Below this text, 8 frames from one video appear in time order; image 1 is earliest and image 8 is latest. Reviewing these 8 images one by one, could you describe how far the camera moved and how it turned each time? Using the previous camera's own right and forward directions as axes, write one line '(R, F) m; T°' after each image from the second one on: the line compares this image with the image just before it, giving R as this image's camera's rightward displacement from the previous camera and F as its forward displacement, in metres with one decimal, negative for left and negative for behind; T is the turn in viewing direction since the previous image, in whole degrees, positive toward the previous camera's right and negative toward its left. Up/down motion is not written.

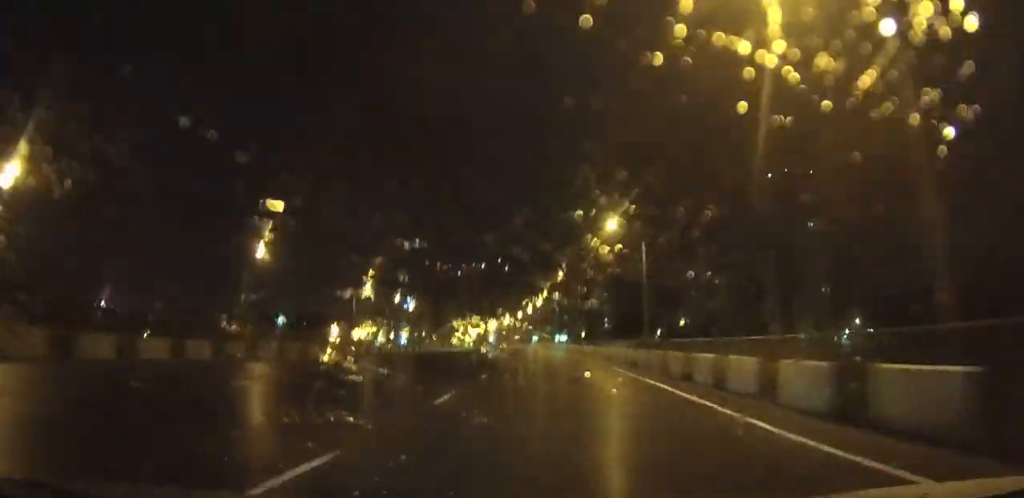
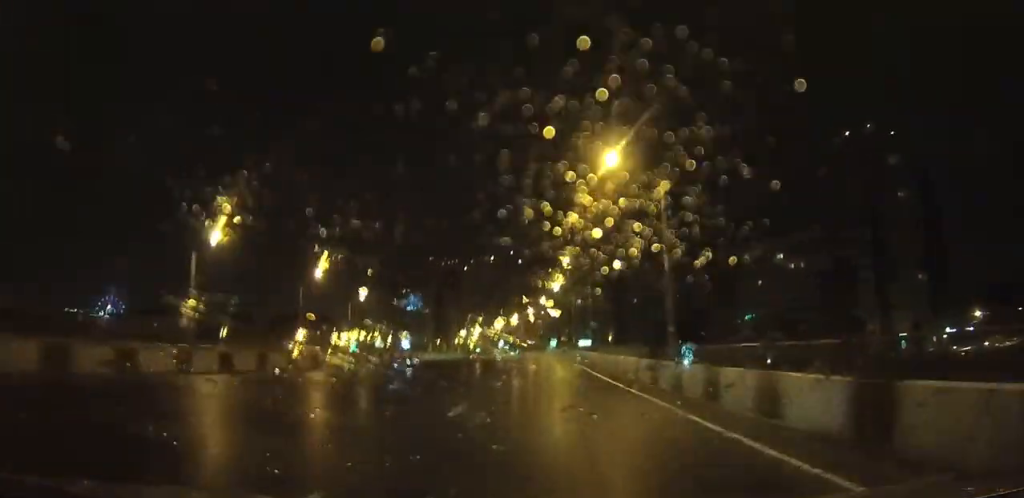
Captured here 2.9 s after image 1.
(-0.4, +50.0) m; -1°
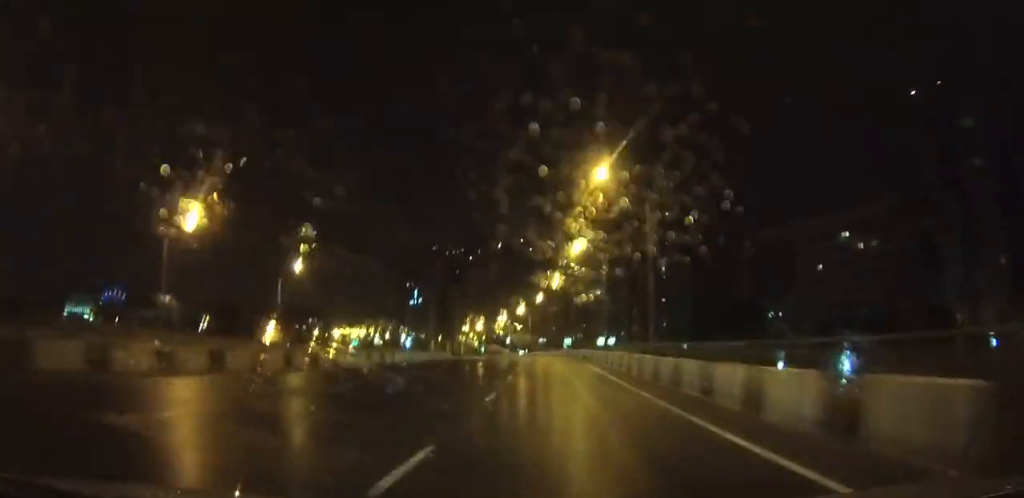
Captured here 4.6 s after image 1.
(-0.2, +30.3) m; -1°
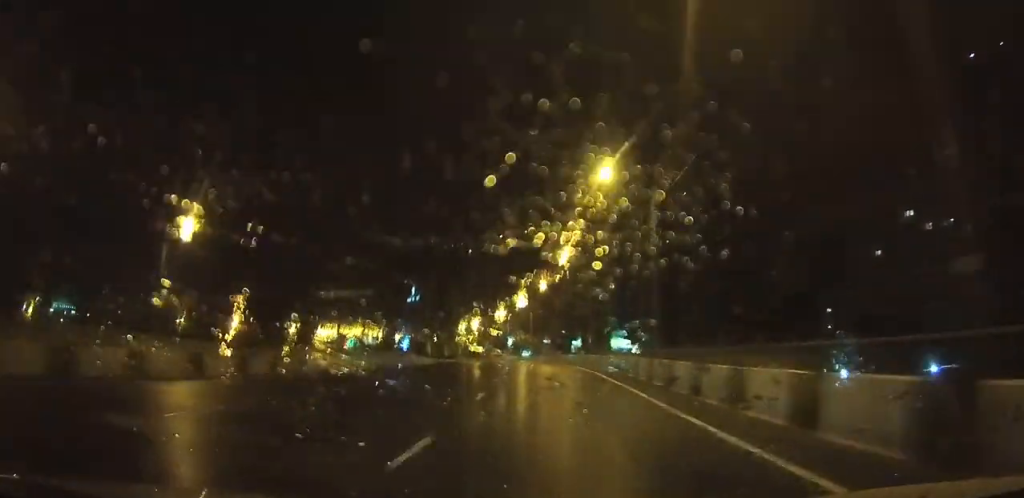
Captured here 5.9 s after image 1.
(-0.2, +23.8) m; -2°
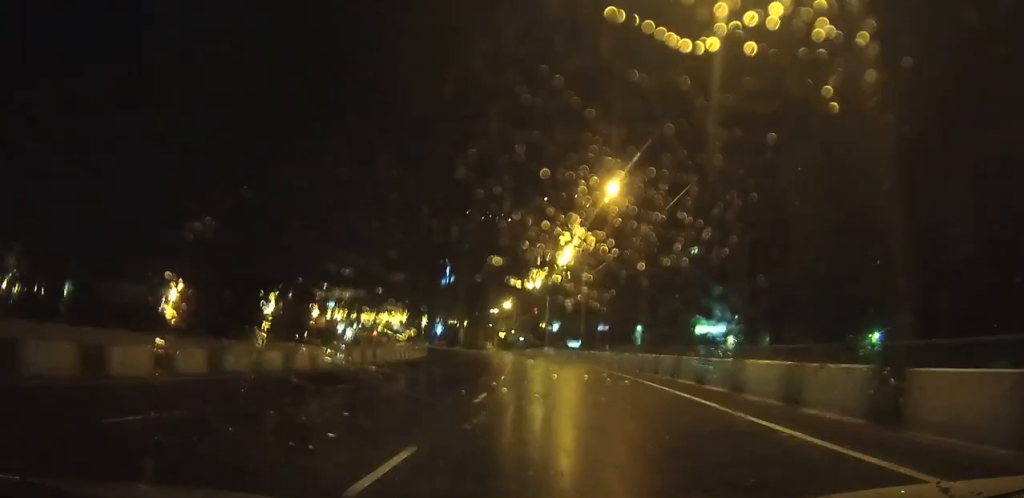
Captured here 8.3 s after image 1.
(-1.2, +44.5) m; -6°
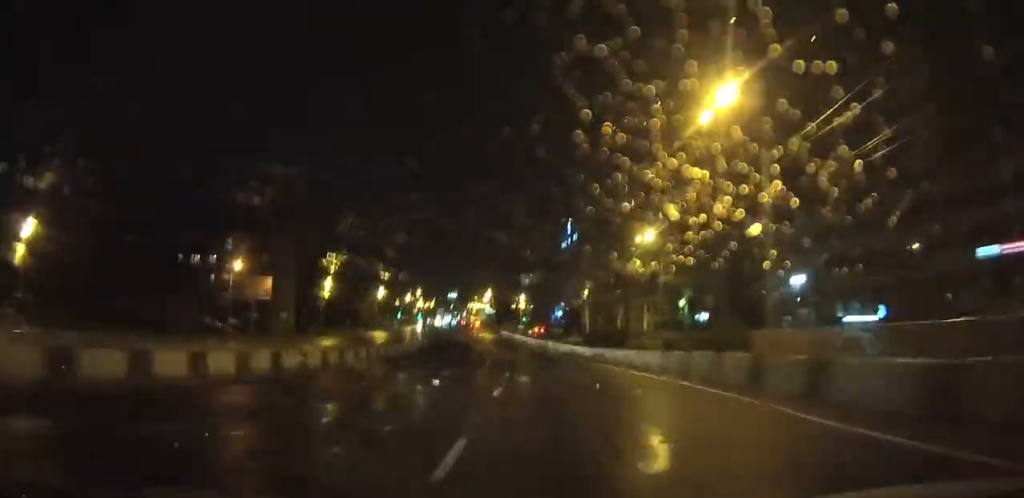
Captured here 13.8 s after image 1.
(-13.2, +99.9) m; -9°
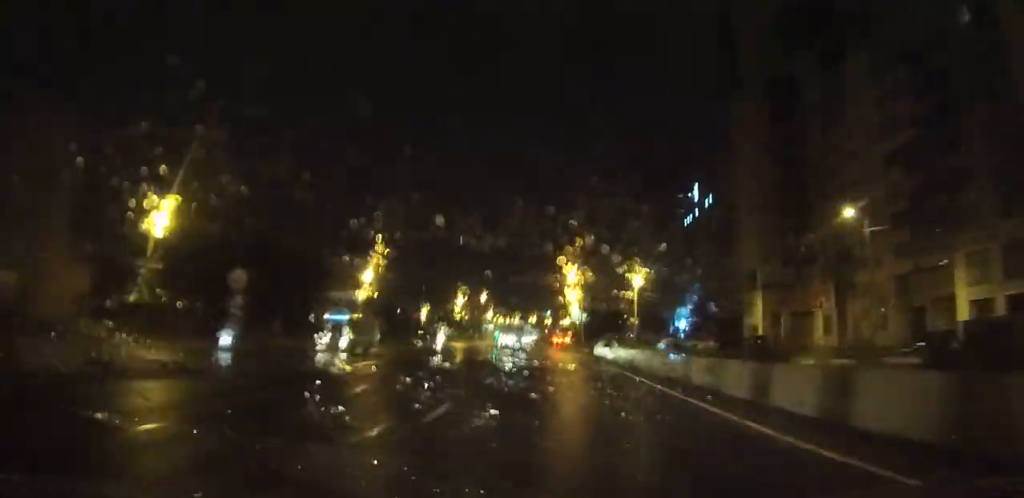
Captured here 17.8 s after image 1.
(+0.1, +66.2) m; -7°
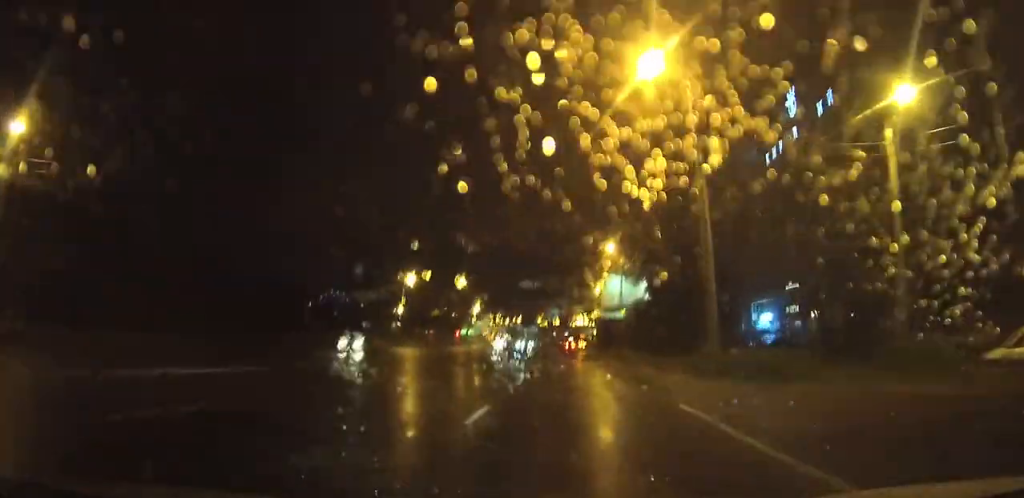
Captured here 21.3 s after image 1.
(-4.1, +54.4) m; -4°
